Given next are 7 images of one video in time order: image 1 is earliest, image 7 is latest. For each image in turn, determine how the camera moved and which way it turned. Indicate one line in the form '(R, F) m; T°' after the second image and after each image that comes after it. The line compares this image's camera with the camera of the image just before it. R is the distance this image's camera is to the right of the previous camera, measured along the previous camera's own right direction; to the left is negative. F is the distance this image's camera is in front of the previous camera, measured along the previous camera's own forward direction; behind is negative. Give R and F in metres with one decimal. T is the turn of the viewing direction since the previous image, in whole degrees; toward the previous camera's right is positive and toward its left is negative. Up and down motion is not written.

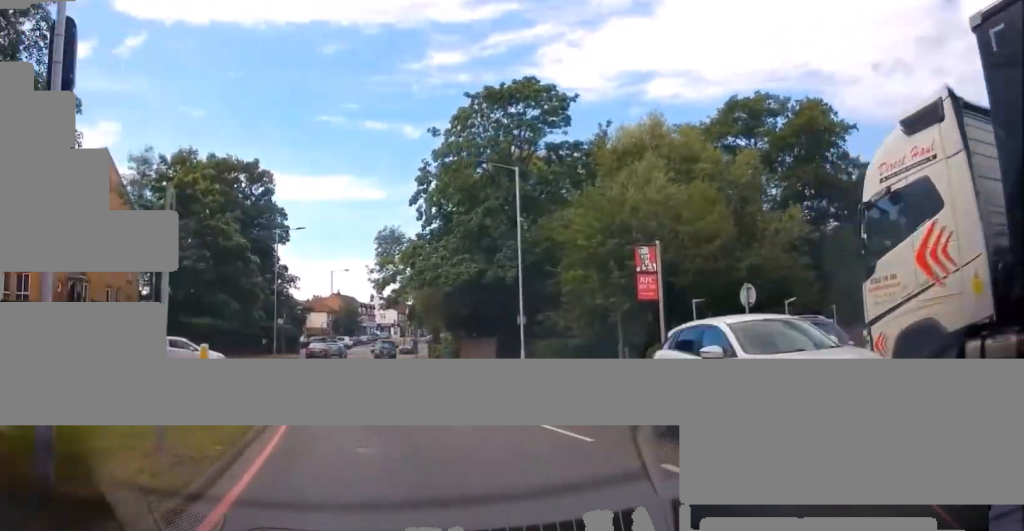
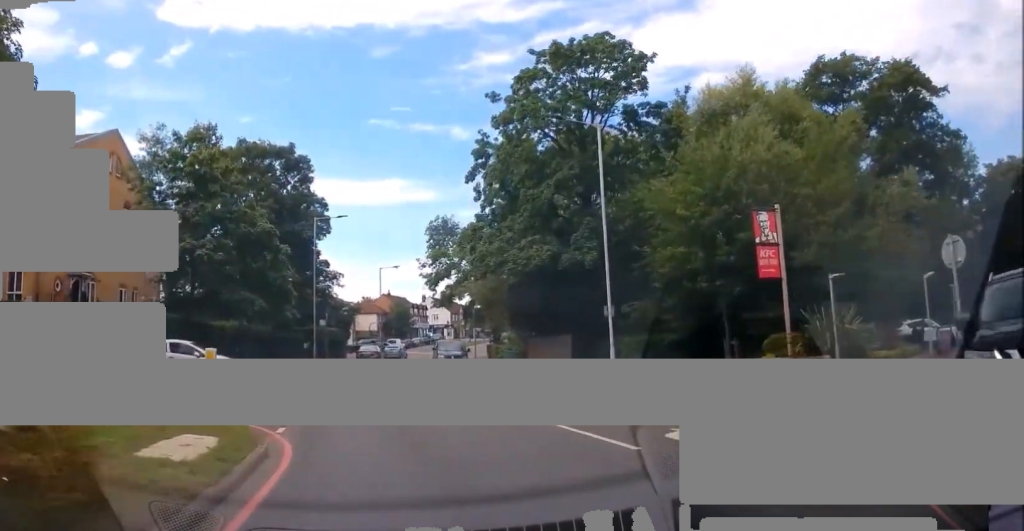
(-0.1, +5.7) m; -4°
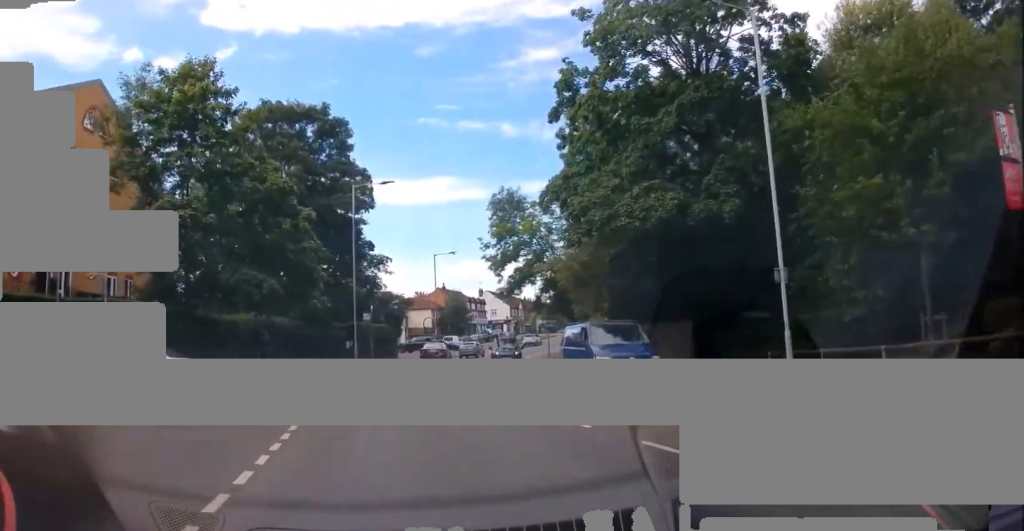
(-0.6, +8.6) m; -10°
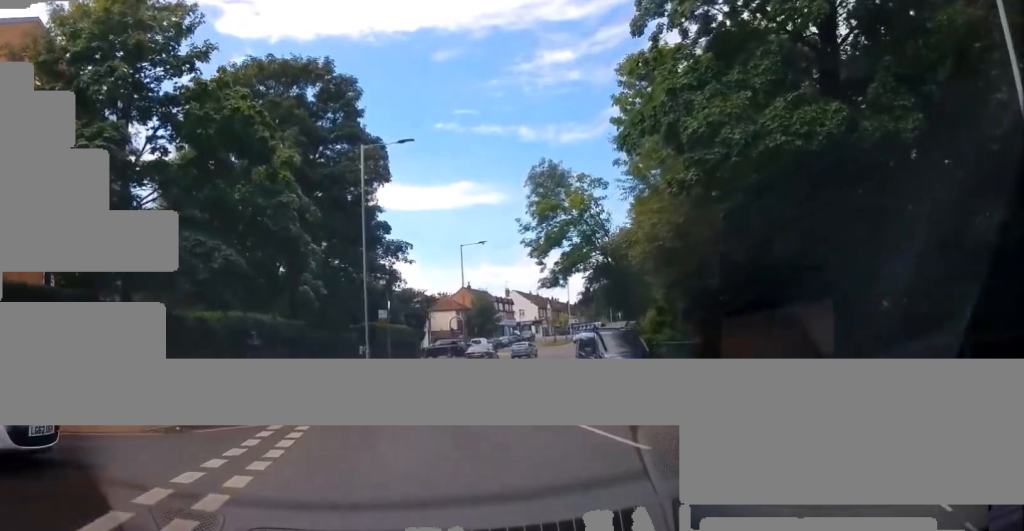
(-0.3, +8.2) m; 0°
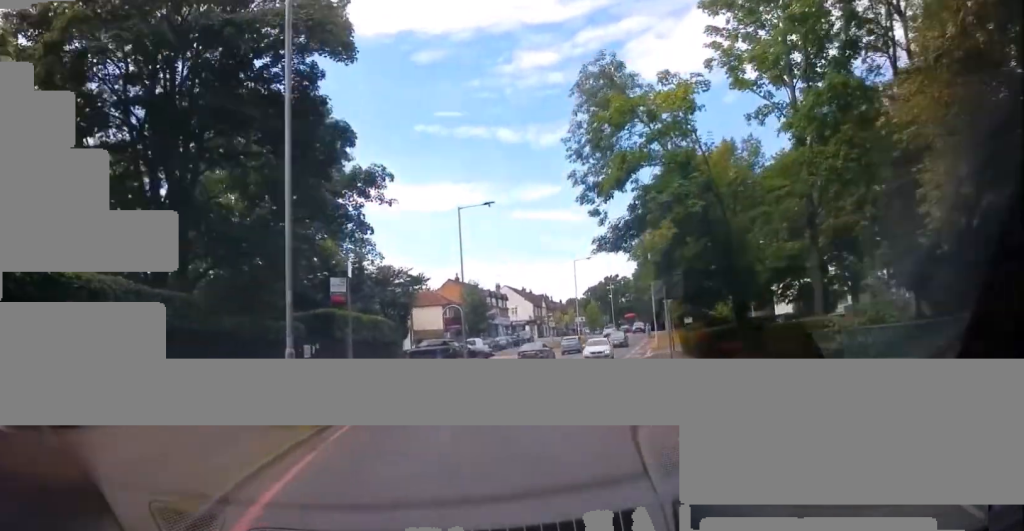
(0.0, +15.9) m; 0°
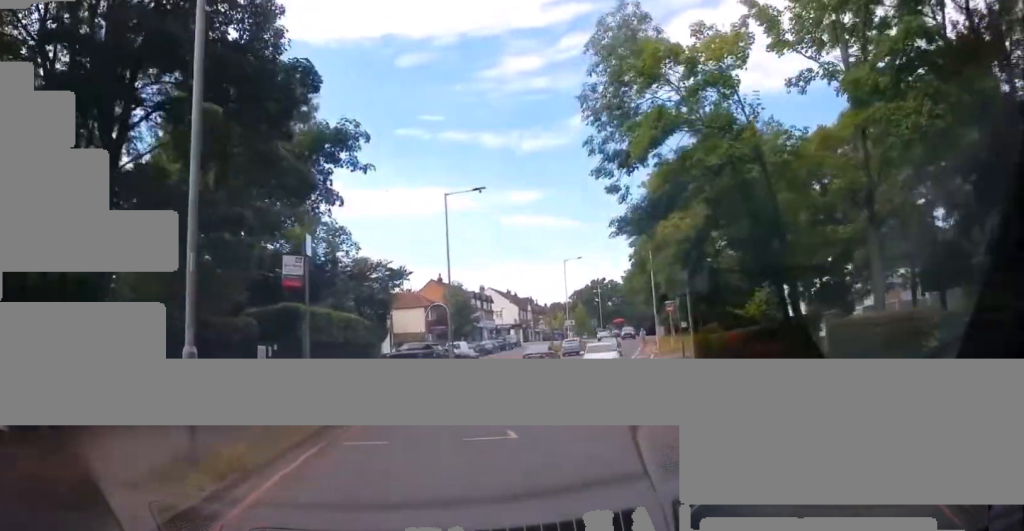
(-0.1, +4.5) m; +2°
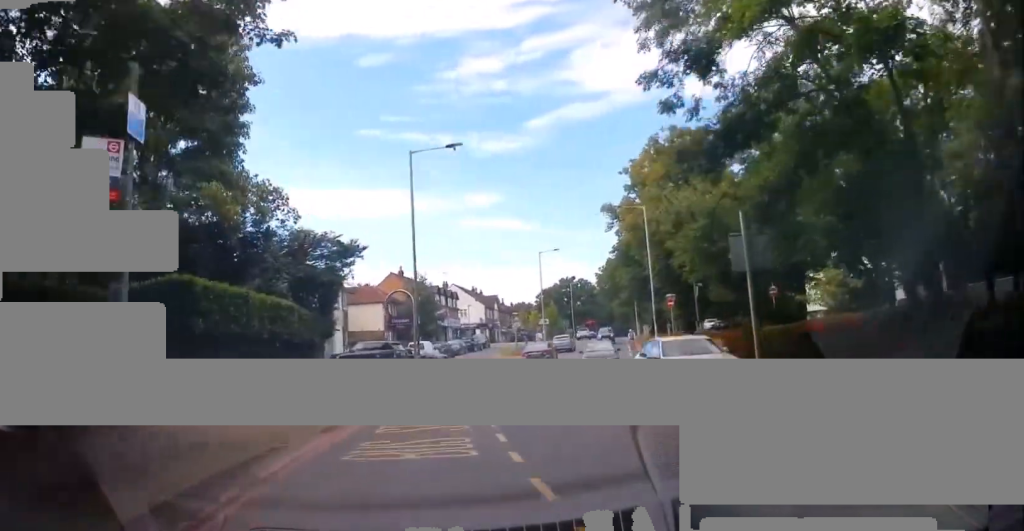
(+0.5, +7.4) m; +5°
